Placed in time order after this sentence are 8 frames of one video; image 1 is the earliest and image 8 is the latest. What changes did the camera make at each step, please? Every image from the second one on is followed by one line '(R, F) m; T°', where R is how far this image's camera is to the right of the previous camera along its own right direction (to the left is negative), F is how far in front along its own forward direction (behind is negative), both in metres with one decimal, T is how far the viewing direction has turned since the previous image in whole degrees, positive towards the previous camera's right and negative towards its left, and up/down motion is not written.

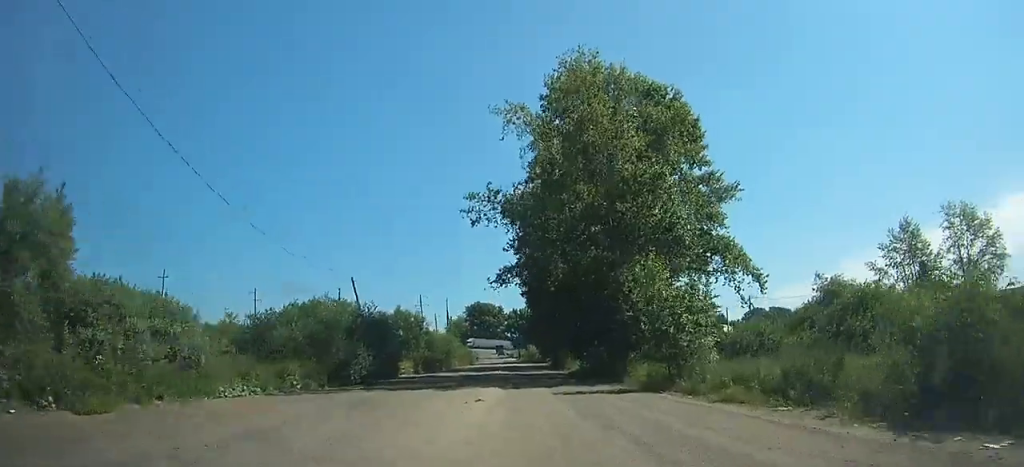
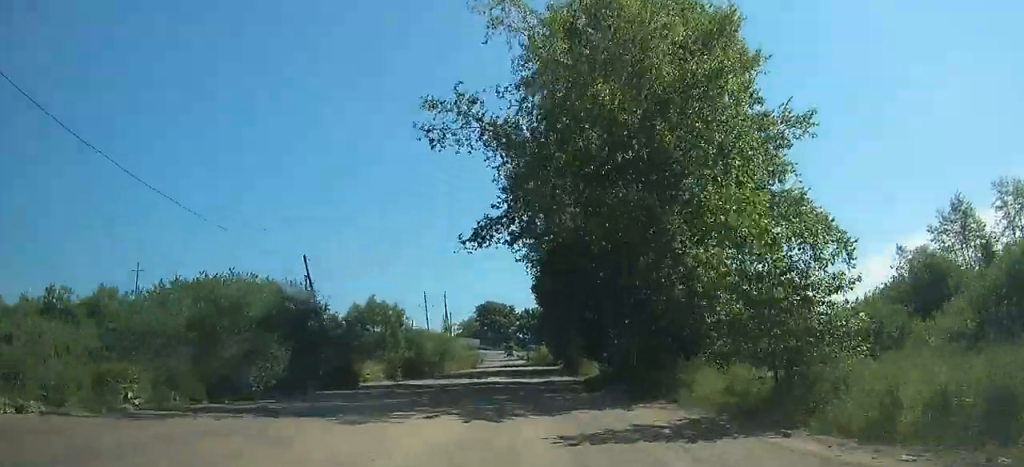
(+0.5, +8.4) m; -3°
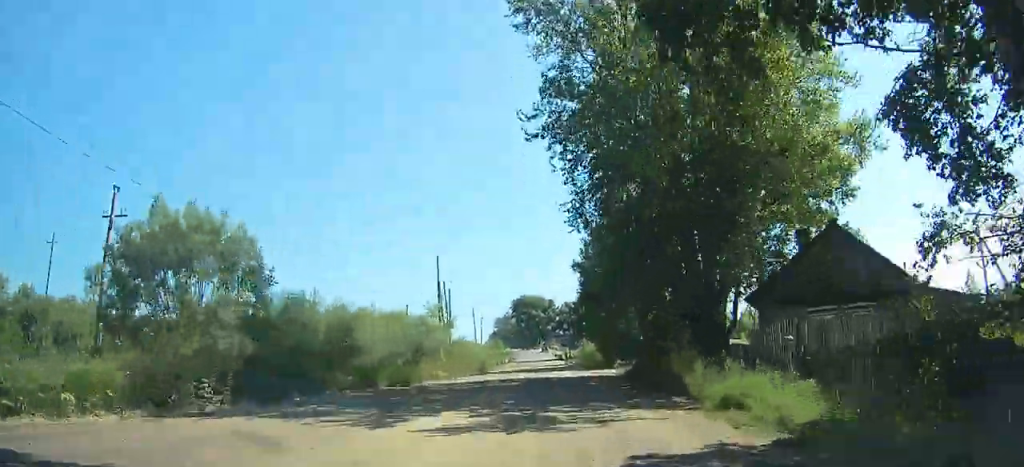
(-2.4, +11.9) m; 0°
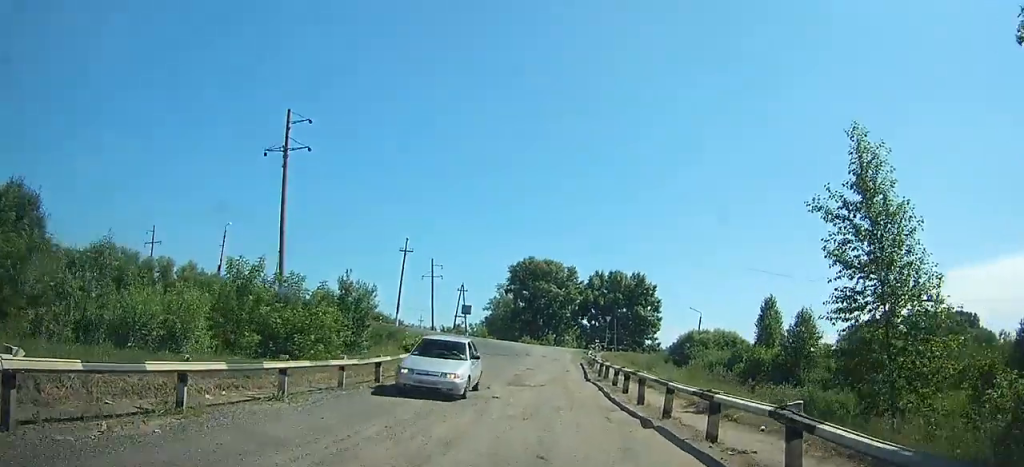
(+7.5, +94.5) m; +3°
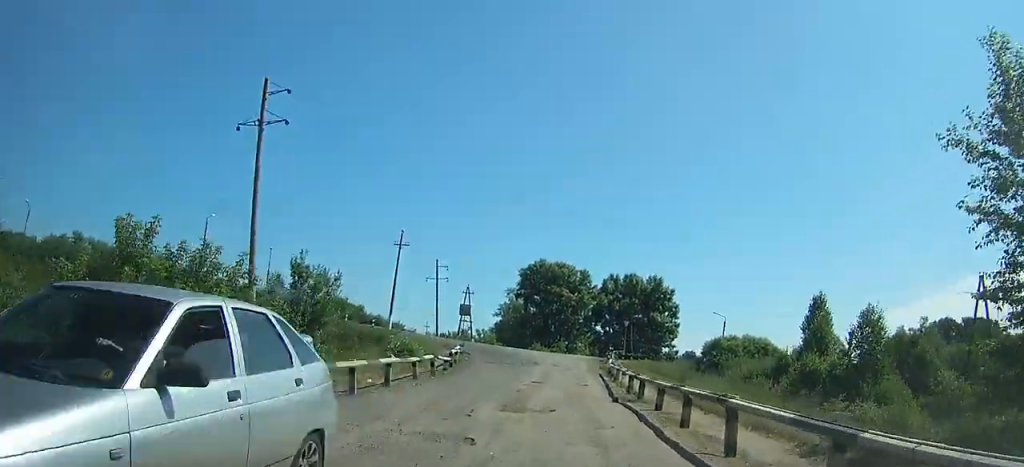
(0.0, +7.6) m; -1°
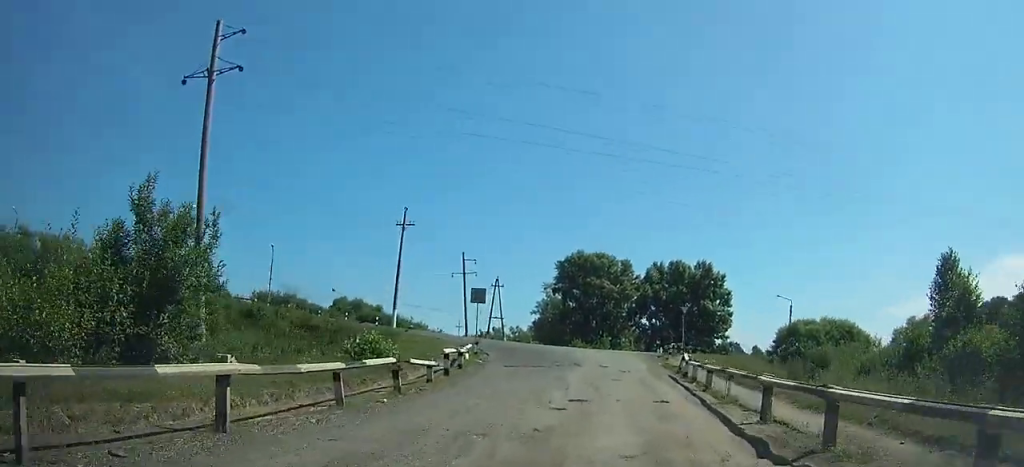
(-0.1, +12.7) m; -1°
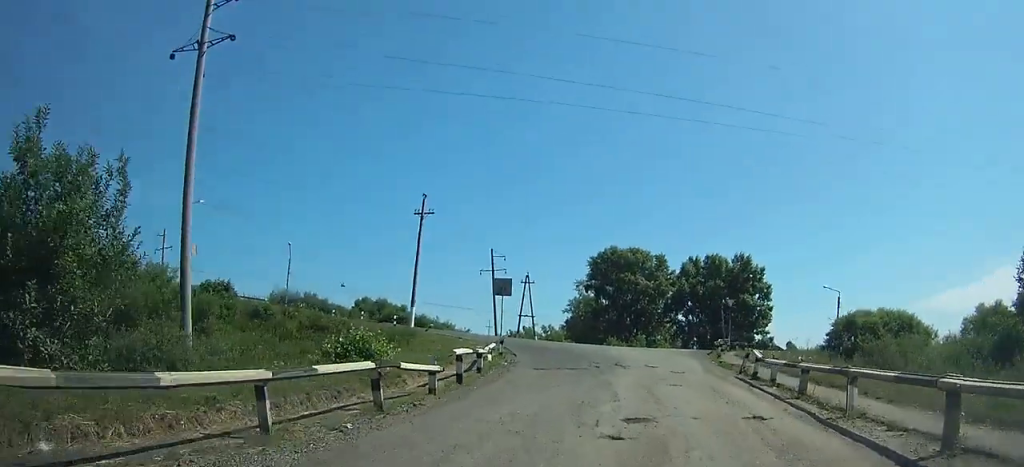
(-0.3, +5.5) m; +1°
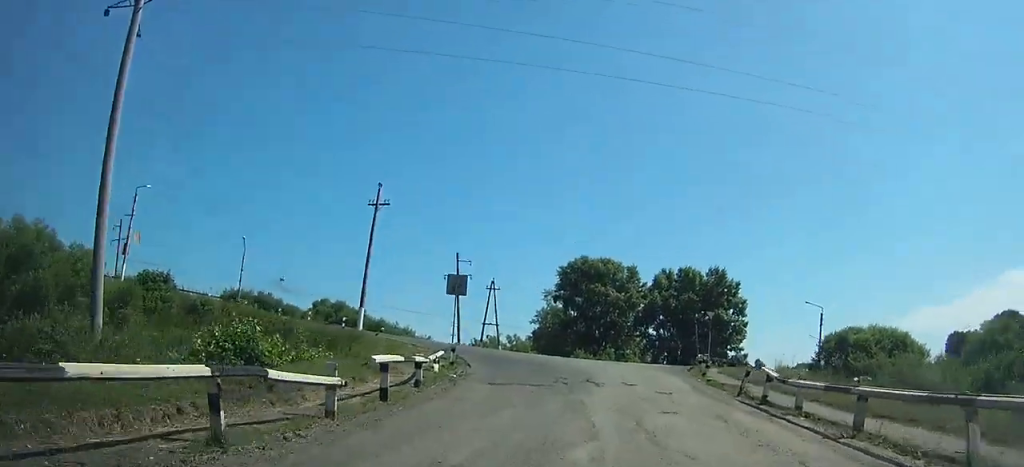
(0.0, +5.3) m; +2°
